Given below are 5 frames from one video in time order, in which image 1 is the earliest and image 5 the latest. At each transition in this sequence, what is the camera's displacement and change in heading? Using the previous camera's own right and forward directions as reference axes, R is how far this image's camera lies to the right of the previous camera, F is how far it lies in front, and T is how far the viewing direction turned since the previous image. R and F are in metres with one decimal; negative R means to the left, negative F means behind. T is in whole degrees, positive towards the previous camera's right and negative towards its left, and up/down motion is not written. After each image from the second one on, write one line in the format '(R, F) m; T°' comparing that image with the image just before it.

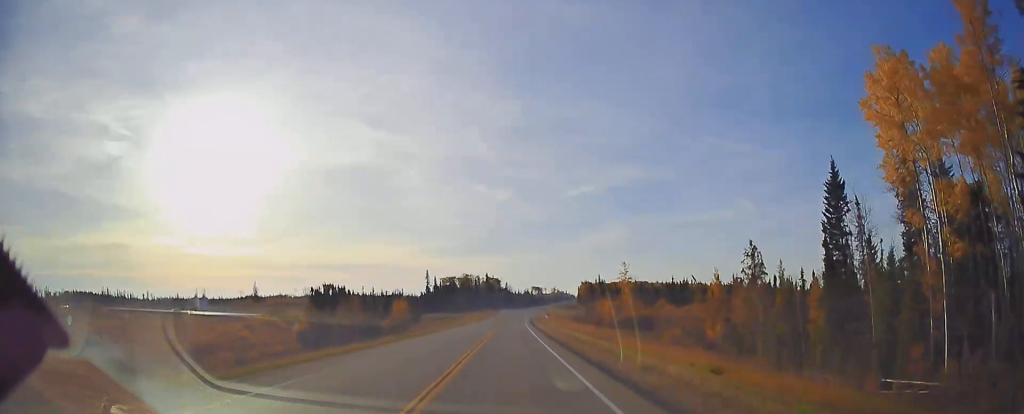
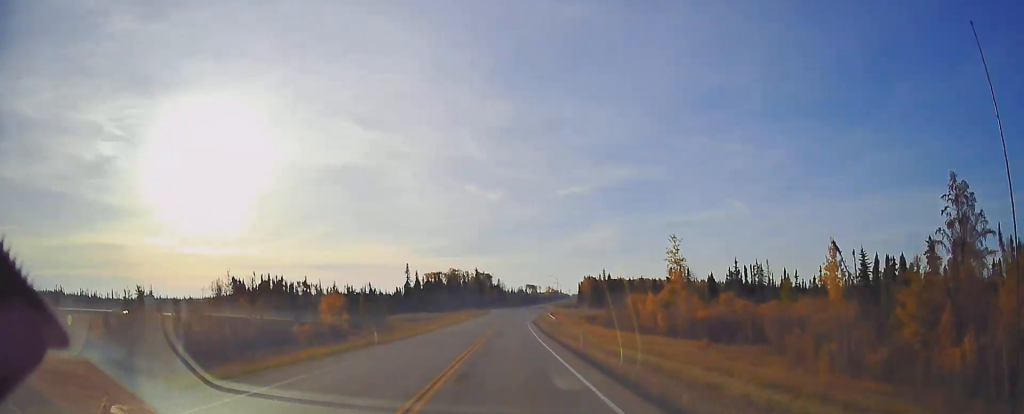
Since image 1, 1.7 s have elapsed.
(+0.4, +42.2) m; +1°
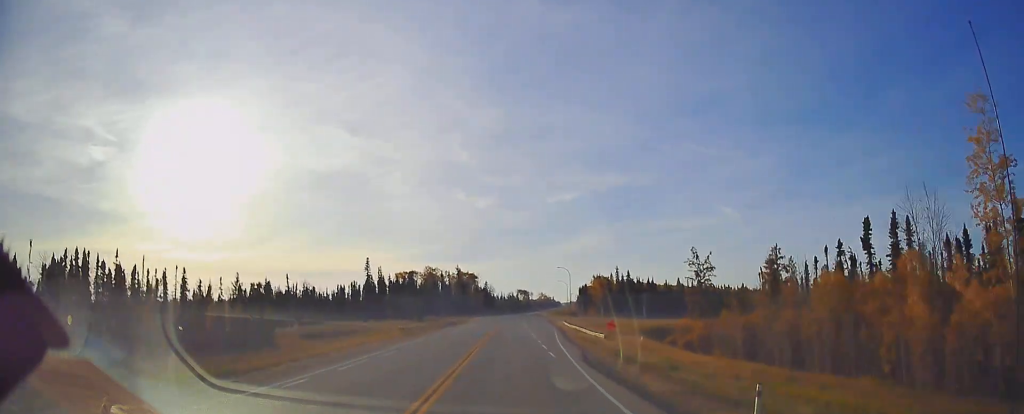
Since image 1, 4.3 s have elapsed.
(+0.9, +63.7) m; +1°
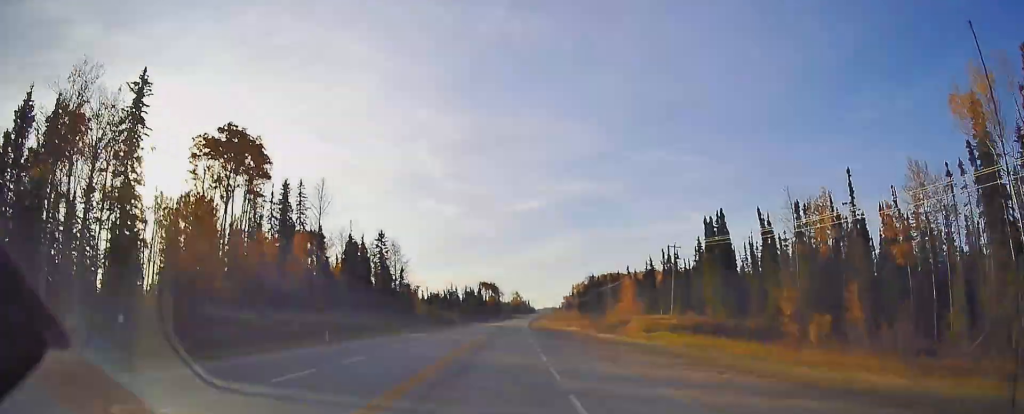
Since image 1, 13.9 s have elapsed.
(+6.7, +231.0) m; +3°
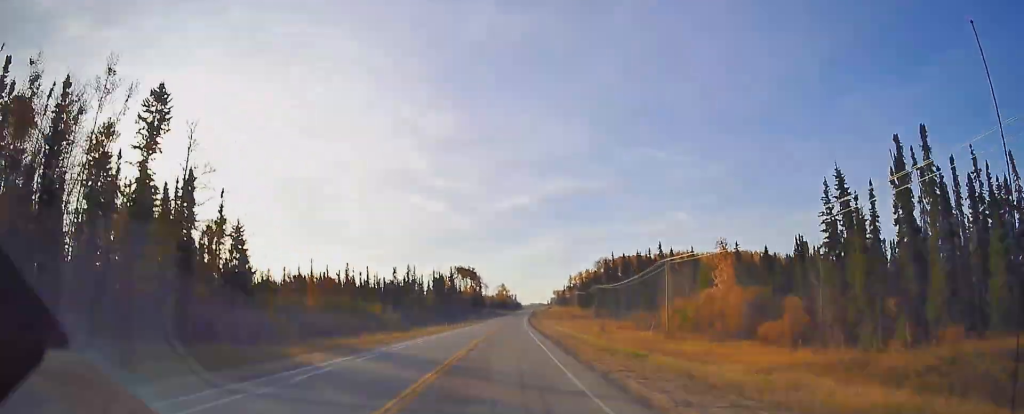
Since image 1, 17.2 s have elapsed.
(+1.4, +81.3) m; +1°
